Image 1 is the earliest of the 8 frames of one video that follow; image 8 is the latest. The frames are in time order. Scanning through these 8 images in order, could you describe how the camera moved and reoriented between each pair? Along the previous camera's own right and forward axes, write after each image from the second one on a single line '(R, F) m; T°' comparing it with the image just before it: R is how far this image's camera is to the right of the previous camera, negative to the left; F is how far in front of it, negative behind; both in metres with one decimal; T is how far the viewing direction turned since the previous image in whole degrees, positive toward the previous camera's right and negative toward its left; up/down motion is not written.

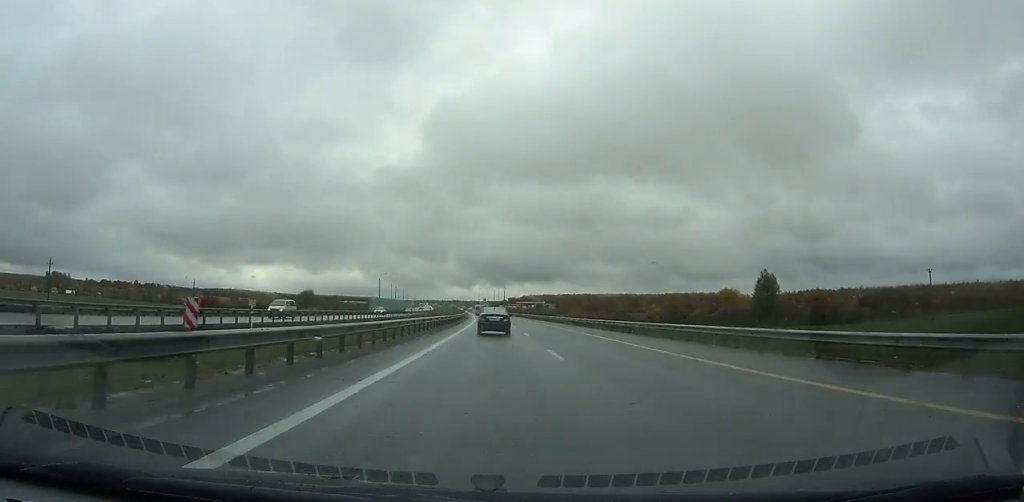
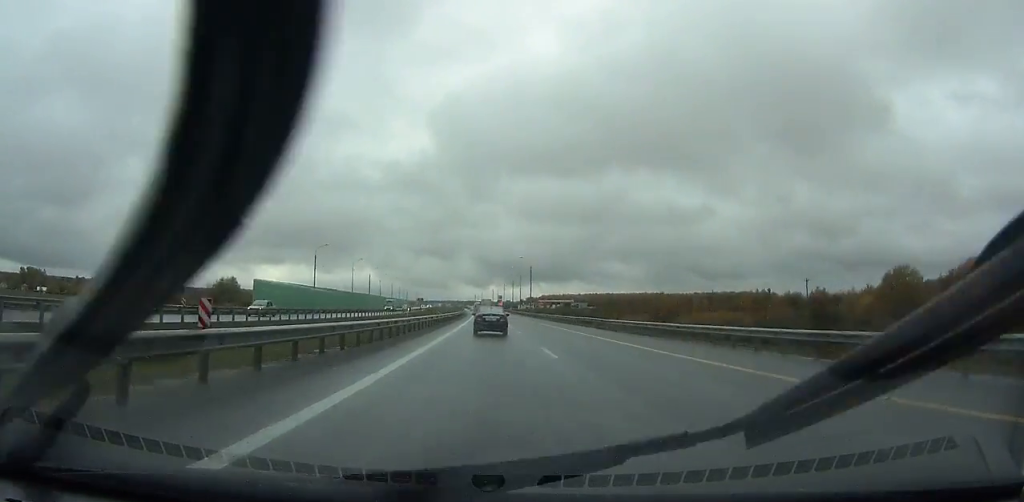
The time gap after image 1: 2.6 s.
(-0.9, +79.6) m; -2°
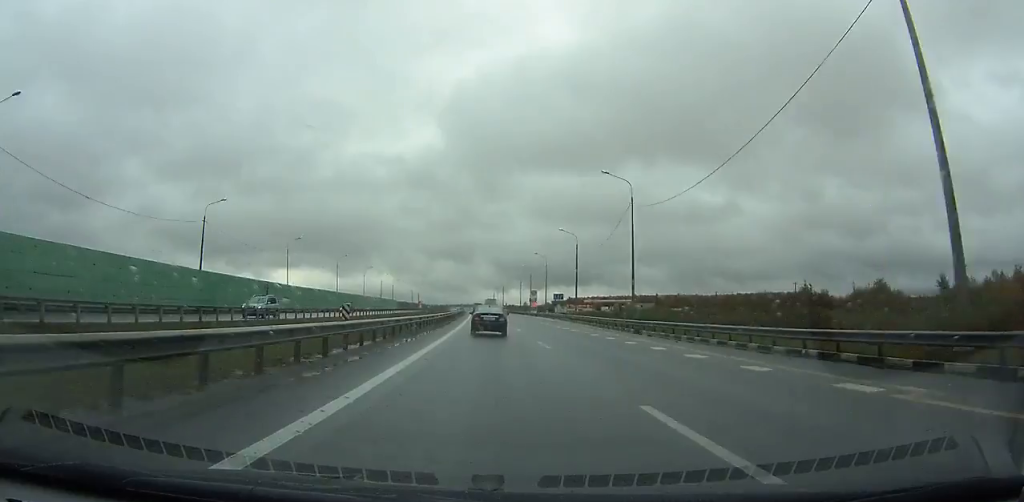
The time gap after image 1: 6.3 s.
(-2.4, +111.9) m; -2°
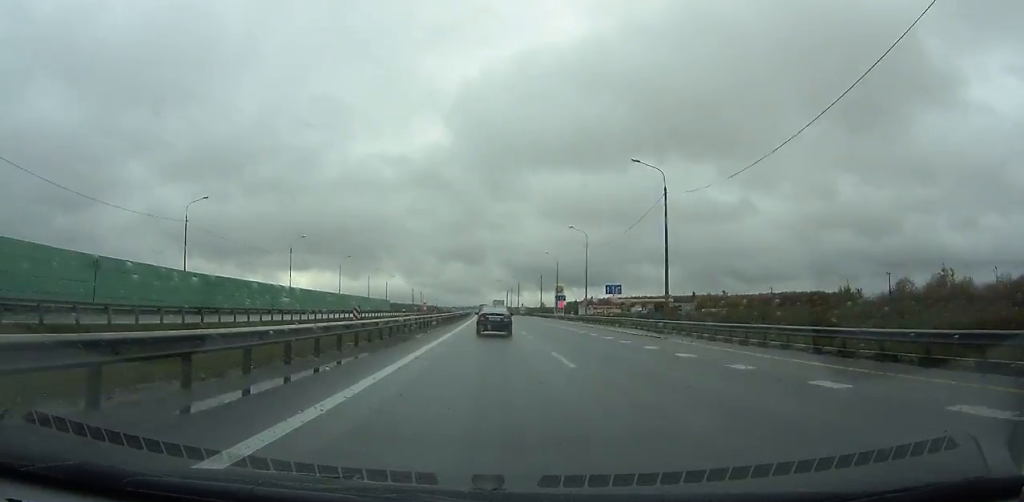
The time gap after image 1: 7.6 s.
(-0.1, +38.9) m; -1°
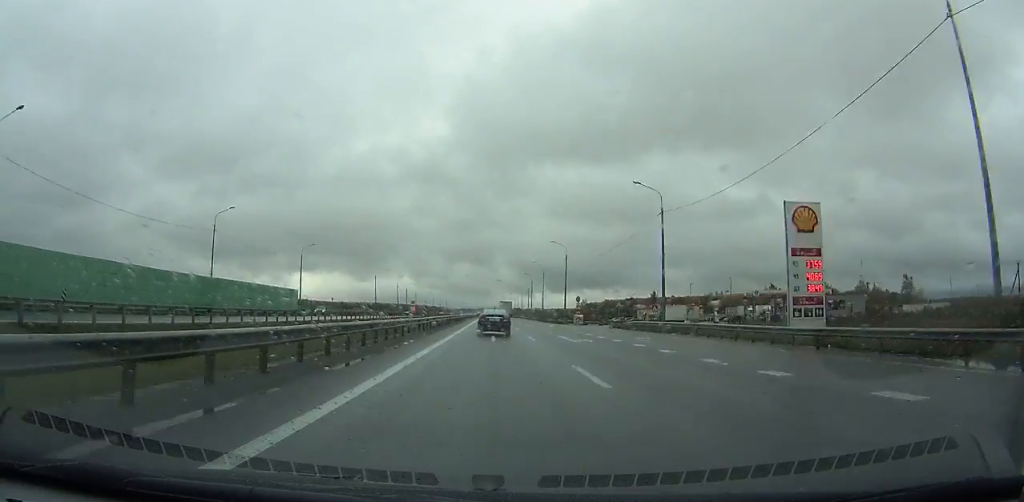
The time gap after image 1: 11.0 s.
(-1.8, +99.9) m; -2°
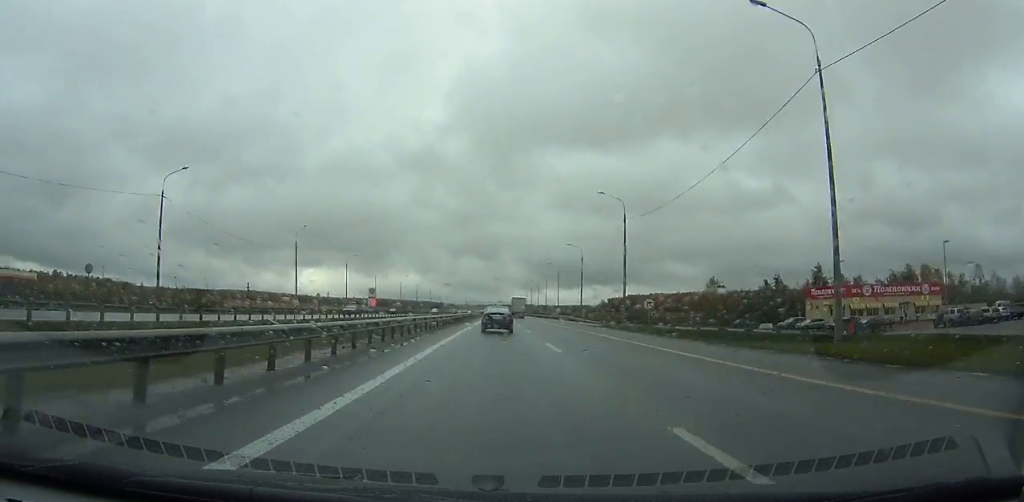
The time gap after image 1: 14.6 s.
(-0.8, +103.4) m; -1°
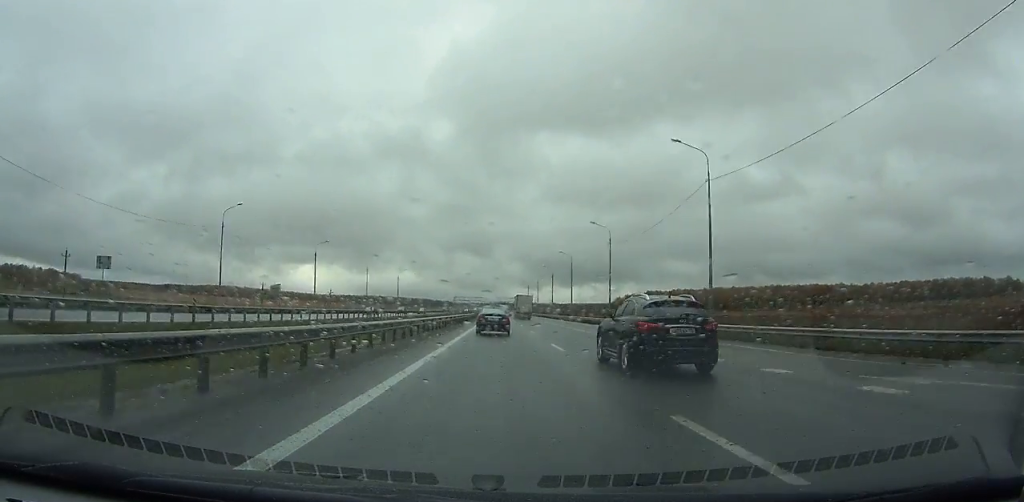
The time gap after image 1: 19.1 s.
(-0.3, +126.3) m; 0°
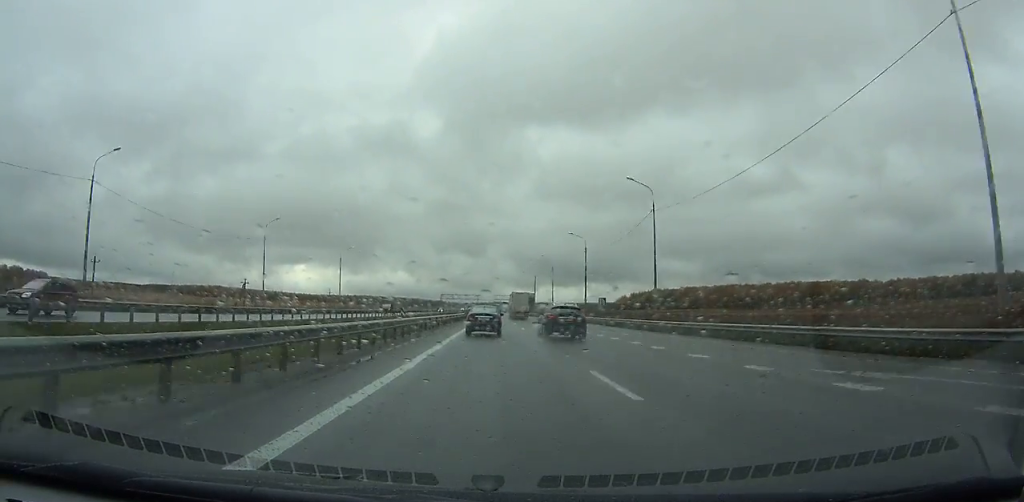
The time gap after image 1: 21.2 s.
(0.0, +58.3) m; 0°
